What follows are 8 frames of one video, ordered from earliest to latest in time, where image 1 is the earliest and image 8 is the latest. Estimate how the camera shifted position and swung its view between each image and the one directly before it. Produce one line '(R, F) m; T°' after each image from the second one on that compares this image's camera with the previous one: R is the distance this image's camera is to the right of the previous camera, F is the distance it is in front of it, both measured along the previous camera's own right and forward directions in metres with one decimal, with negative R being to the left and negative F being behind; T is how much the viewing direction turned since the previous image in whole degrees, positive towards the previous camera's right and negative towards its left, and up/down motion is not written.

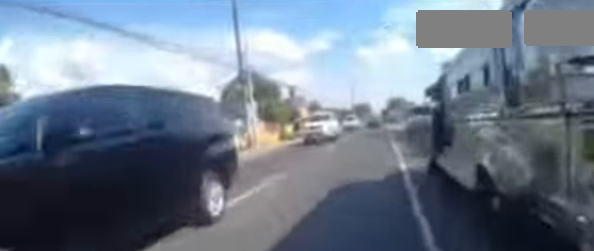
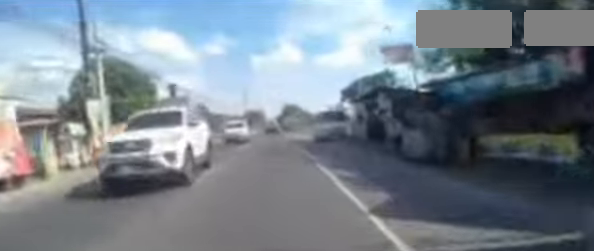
(+0.2, +6.4) m; +11°
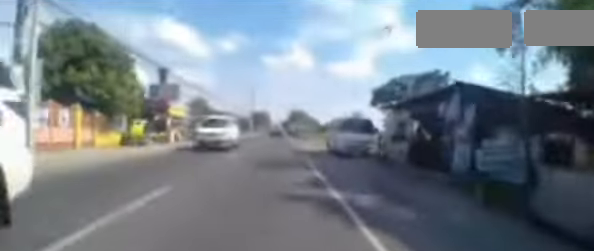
(+0.7, +4.7) m; +6°
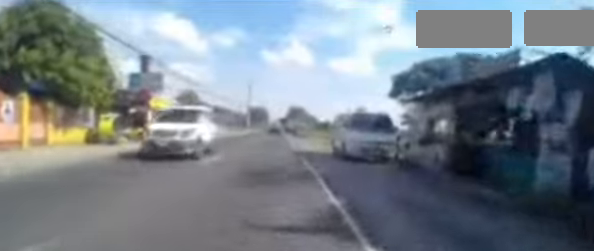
(+0.1, +2.8) m; +2°
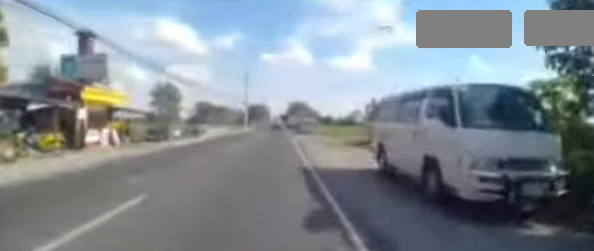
(-0.2, +7.1) m; 0°
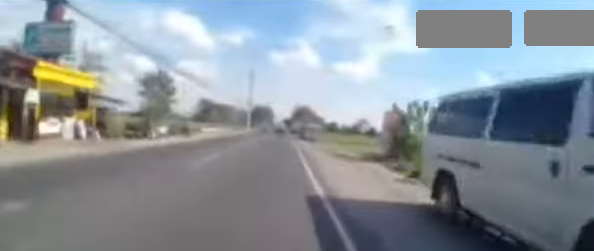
(+0.2, +3.1) m; 0°
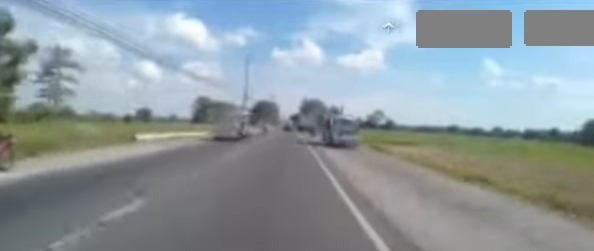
(-1.5, +16.3) m; -8°
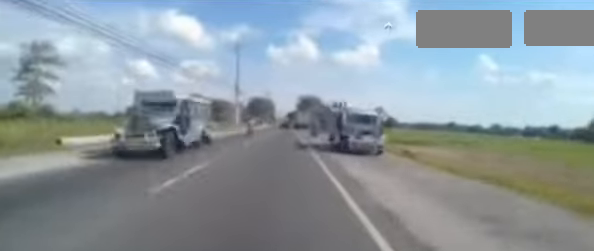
(0.0, +5.7) m; +1°
